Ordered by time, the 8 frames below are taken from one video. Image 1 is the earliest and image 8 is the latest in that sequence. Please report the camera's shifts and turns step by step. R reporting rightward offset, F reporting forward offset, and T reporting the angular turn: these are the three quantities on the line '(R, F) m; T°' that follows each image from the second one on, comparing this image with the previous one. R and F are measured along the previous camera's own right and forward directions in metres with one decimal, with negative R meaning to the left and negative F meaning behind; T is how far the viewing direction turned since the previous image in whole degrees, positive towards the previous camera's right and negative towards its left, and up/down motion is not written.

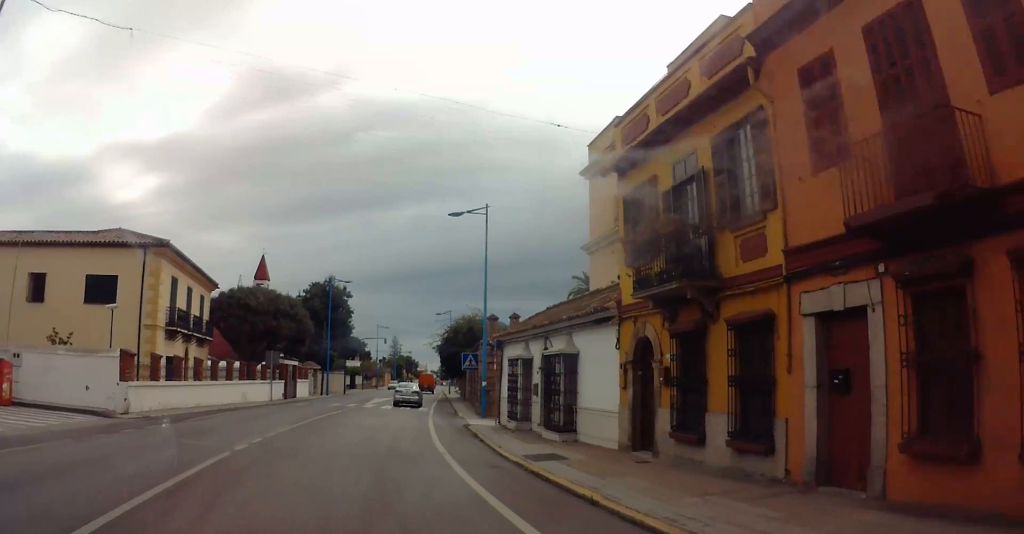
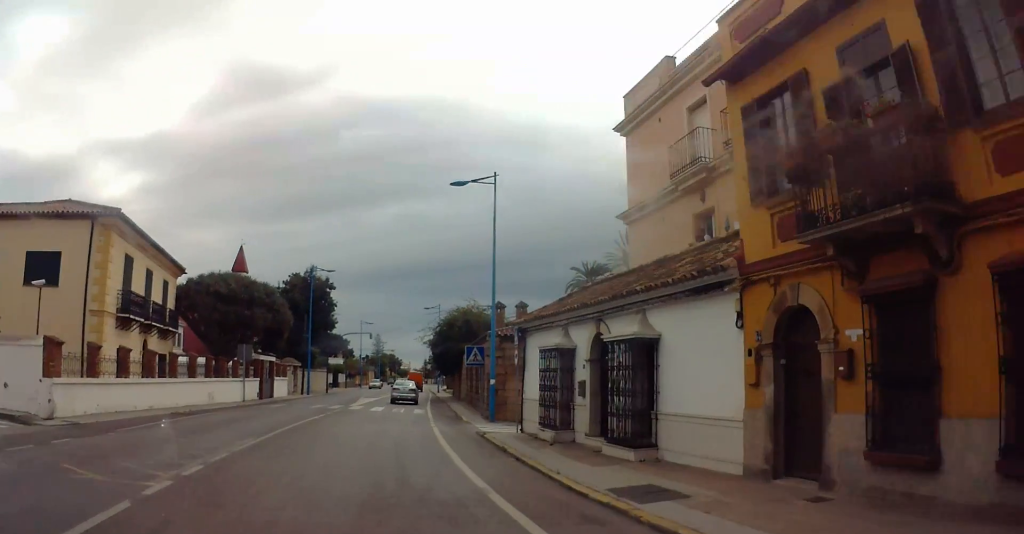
(0.0, +5.4) m; +2°
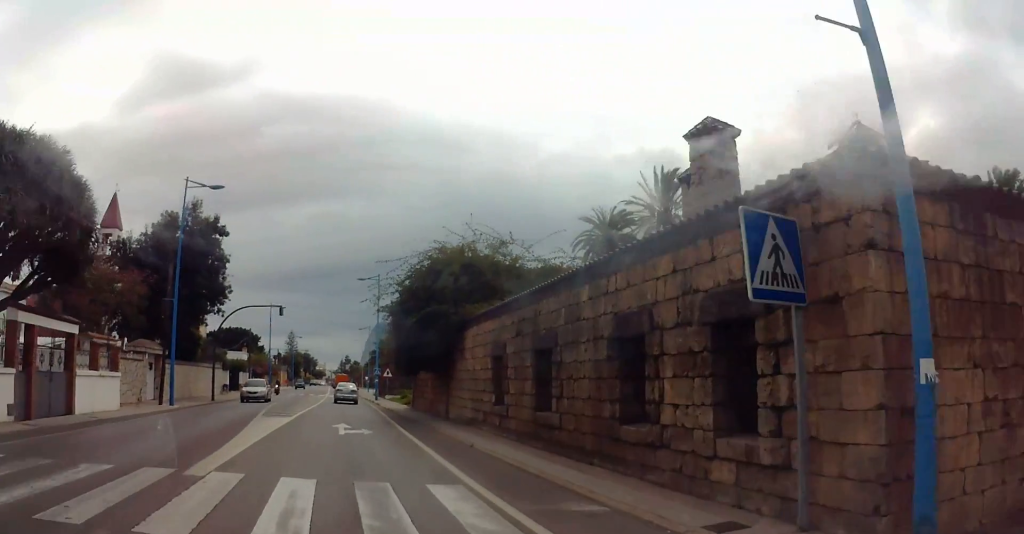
(+3.0, +25.5) m; +10°
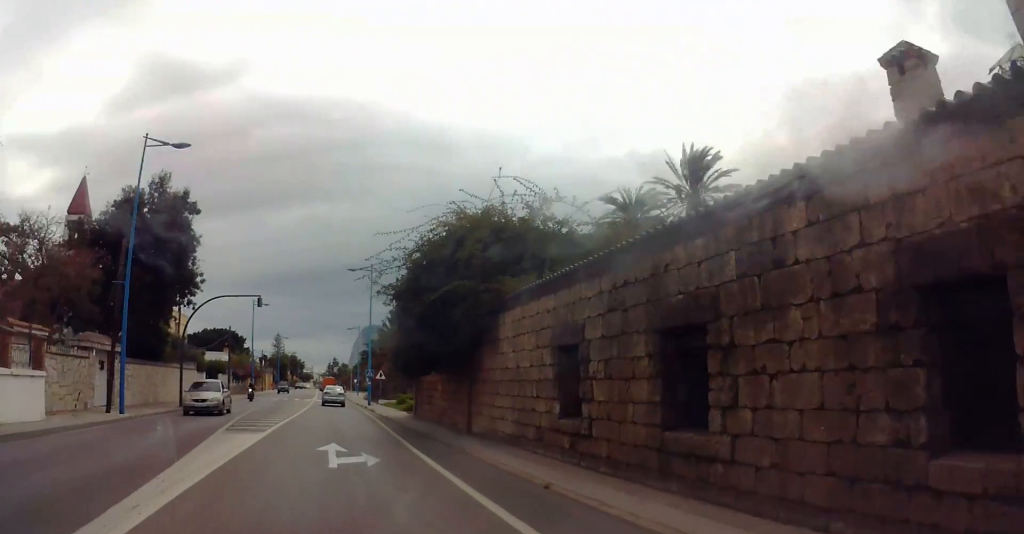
(0.0, +7.0) m; 0°
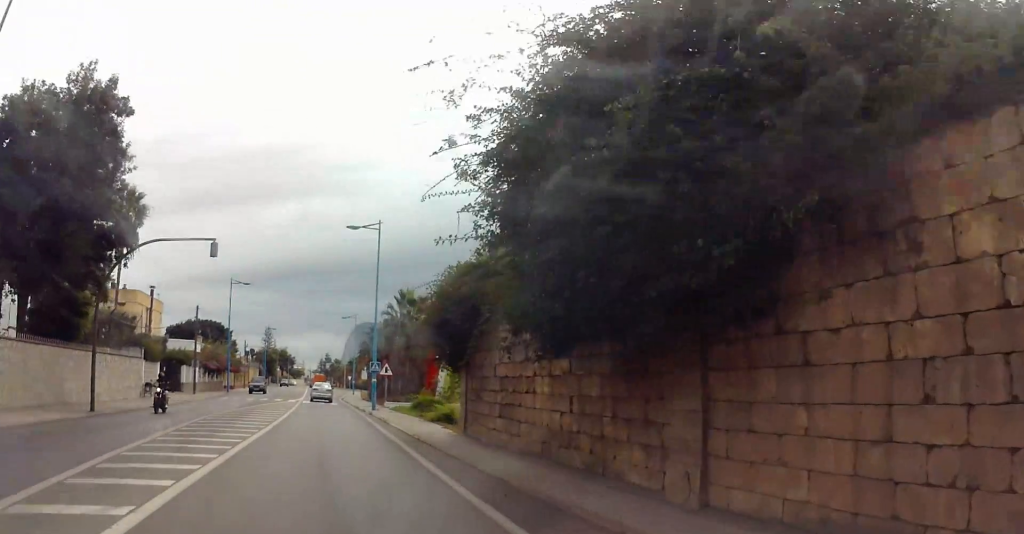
(0.0, +14.0) m; 0°
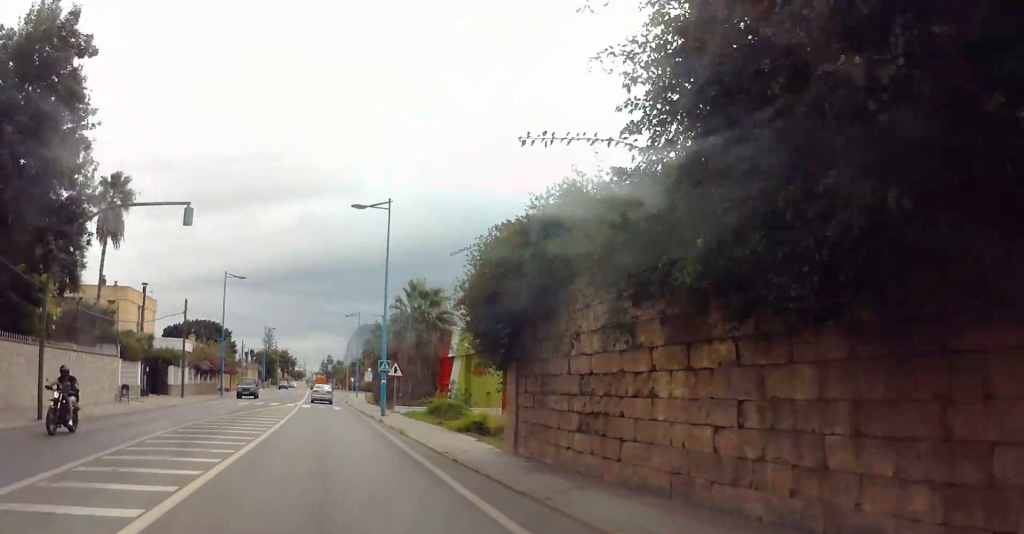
(0.0, +4.9) m; 0°
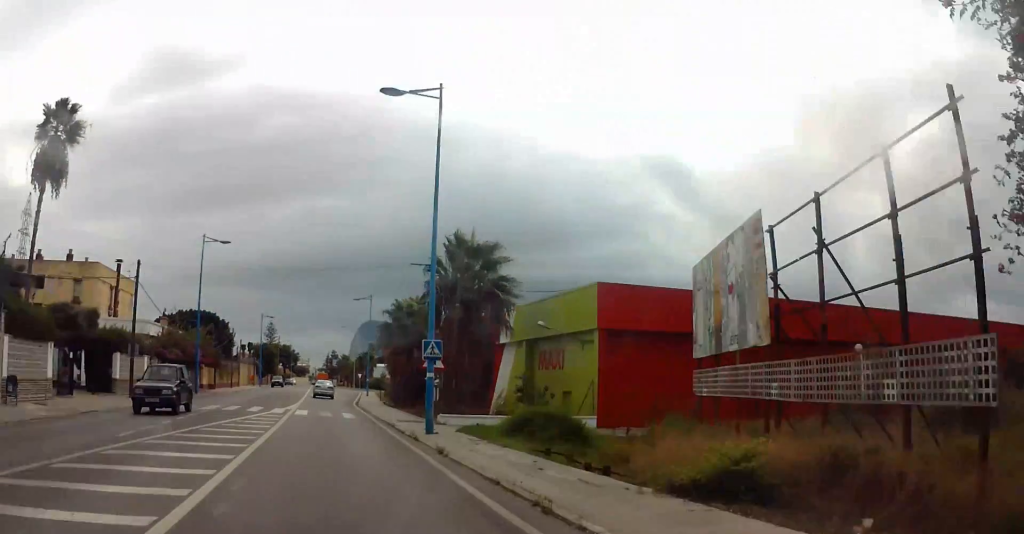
(0.0, +14.3) m; 0°
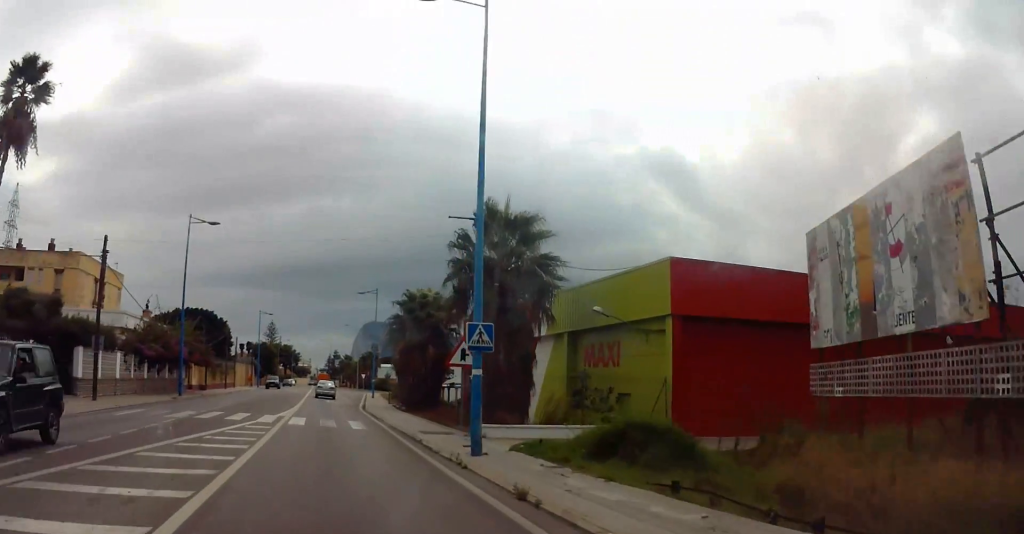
(0.0, +5.8) m; 0°
